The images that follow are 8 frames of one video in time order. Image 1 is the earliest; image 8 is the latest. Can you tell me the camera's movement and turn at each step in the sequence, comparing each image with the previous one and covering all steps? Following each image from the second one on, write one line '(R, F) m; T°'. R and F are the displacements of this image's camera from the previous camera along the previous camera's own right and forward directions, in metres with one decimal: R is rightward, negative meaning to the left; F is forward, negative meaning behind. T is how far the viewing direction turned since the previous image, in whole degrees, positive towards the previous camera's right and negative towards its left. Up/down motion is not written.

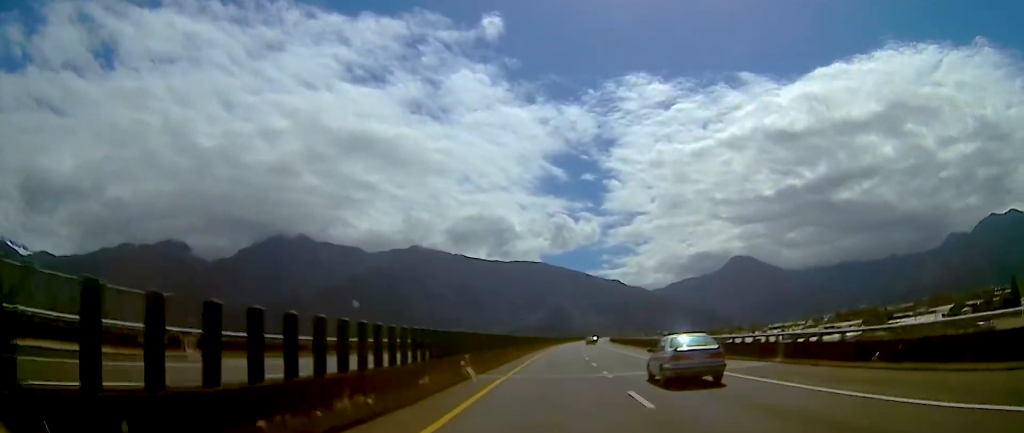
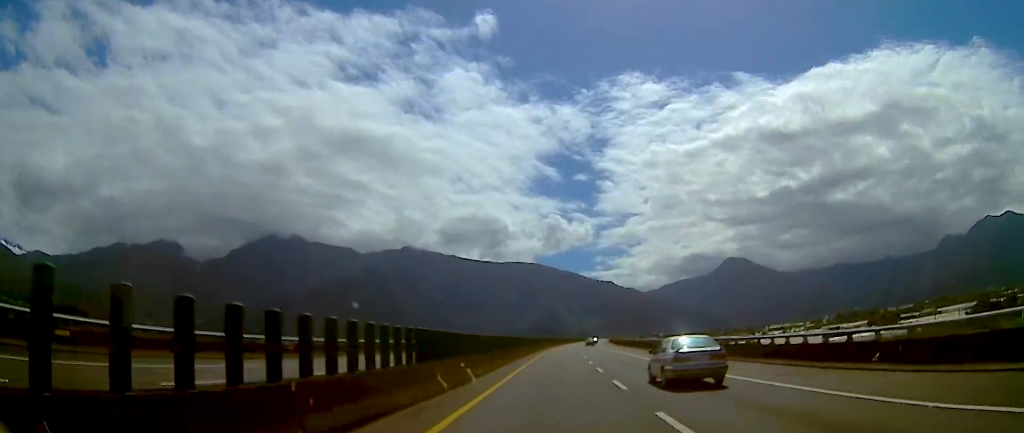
(0.0, +24.2) m; 0°
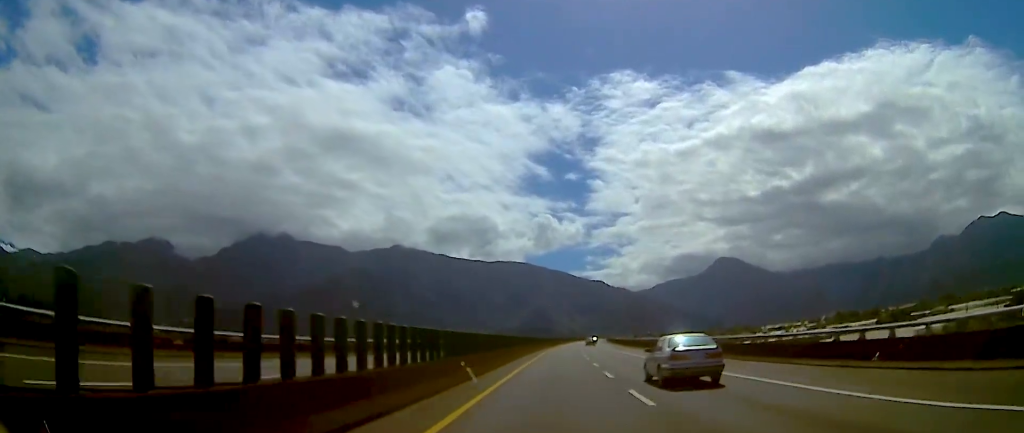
(0.0, +34.2) m; 0°
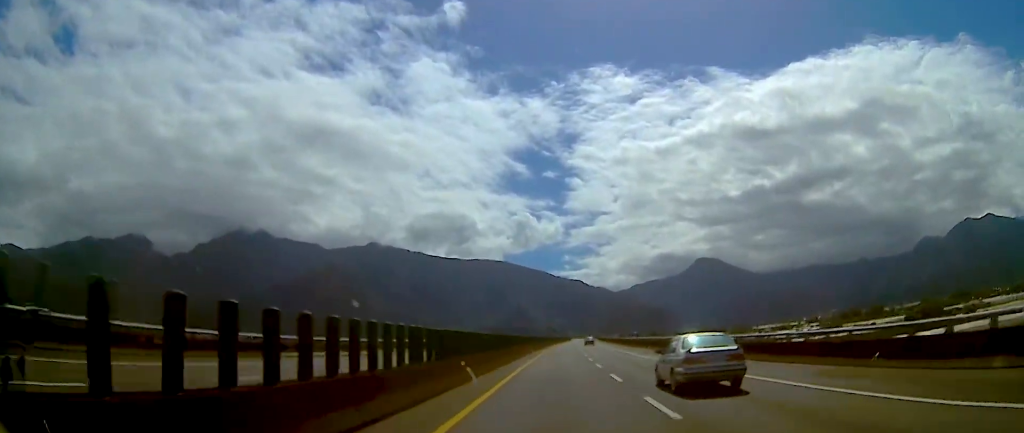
(+2.3, +82.7) m; +3°
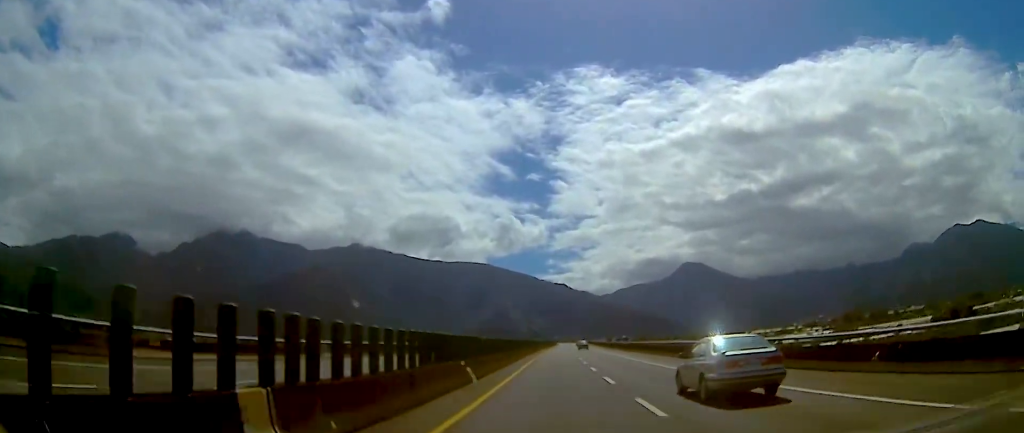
(+0.6, +59.4) m; +2°
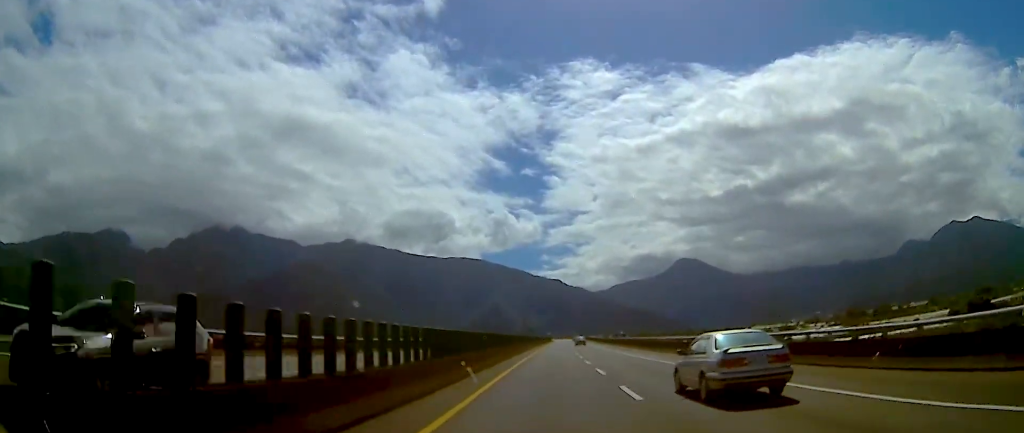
(+0.3, +26.6) m; +1°
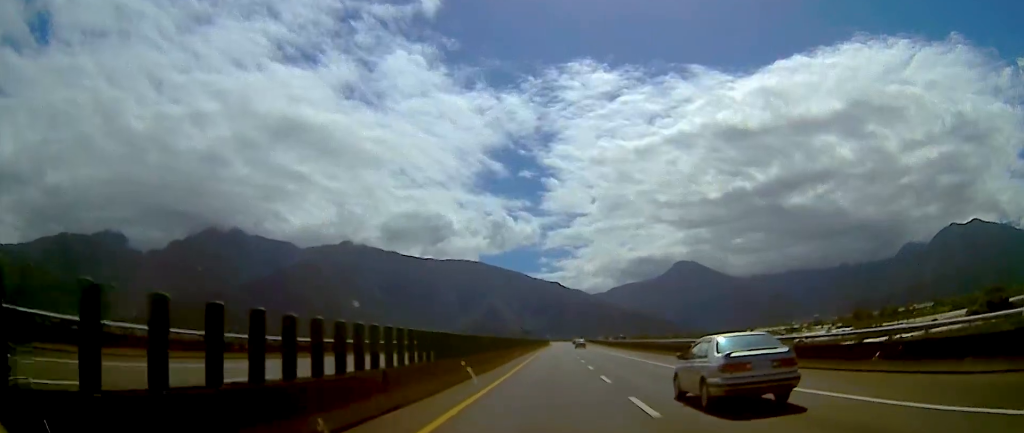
(+0.1, +21.4) m; 0°
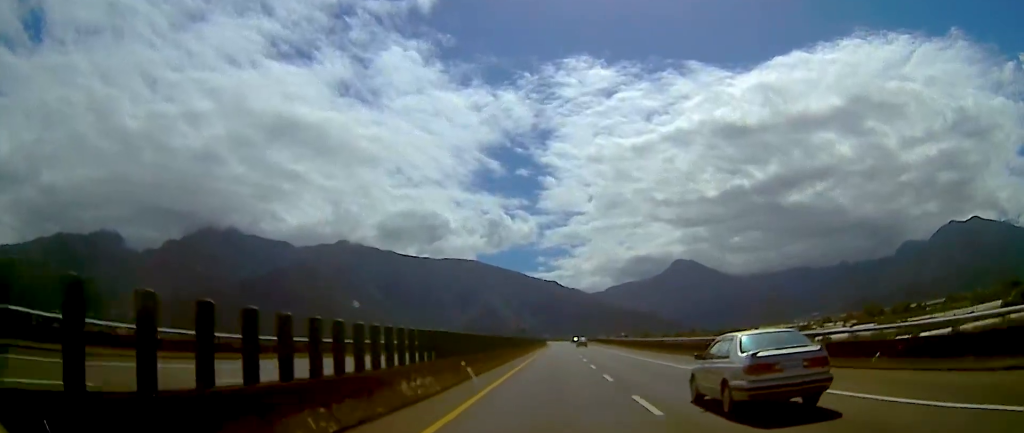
(+0.1, +37.4) m; -1°
